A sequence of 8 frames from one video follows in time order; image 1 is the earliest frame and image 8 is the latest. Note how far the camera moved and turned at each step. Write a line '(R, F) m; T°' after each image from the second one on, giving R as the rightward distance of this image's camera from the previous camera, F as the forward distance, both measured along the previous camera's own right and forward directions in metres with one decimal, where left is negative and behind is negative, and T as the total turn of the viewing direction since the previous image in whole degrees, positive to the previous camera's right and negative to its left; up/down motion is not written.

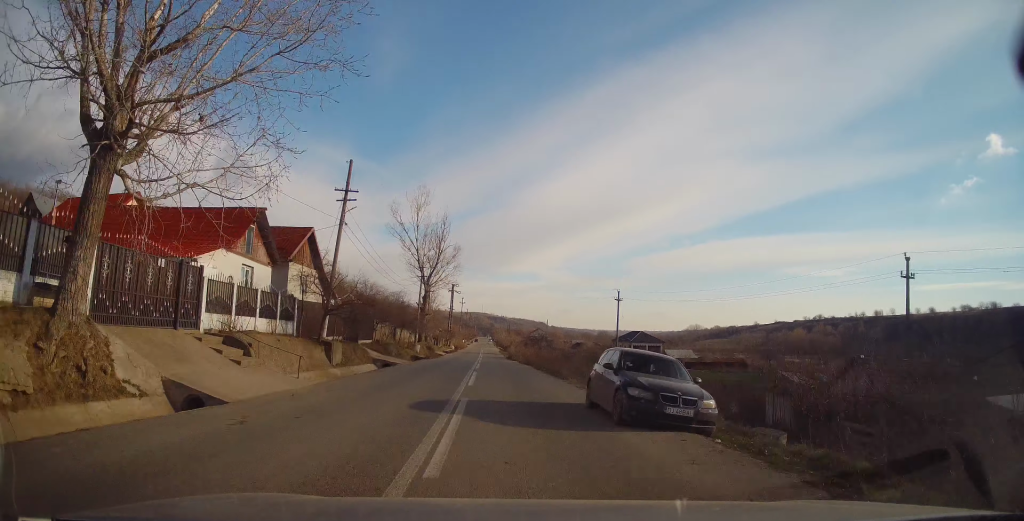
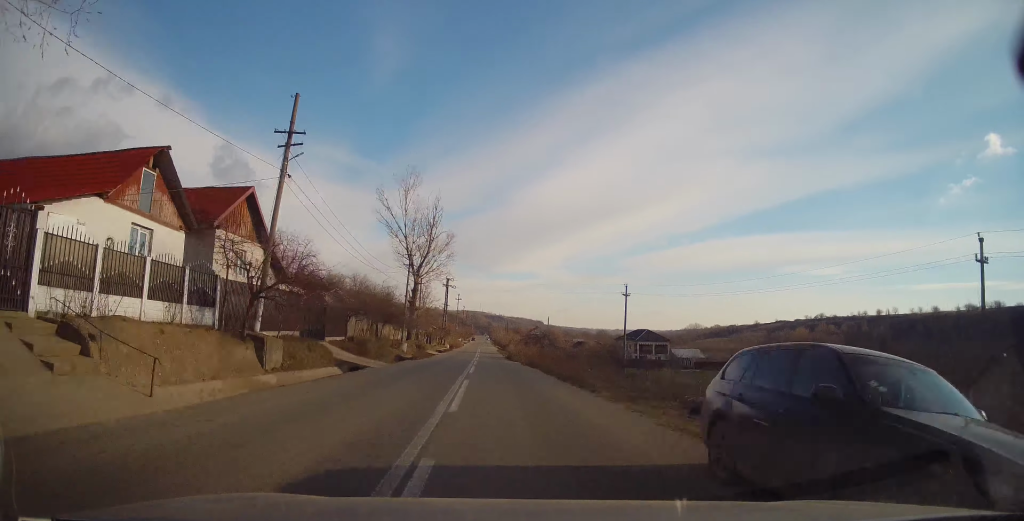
(+0.3, +7.2) m; 0°
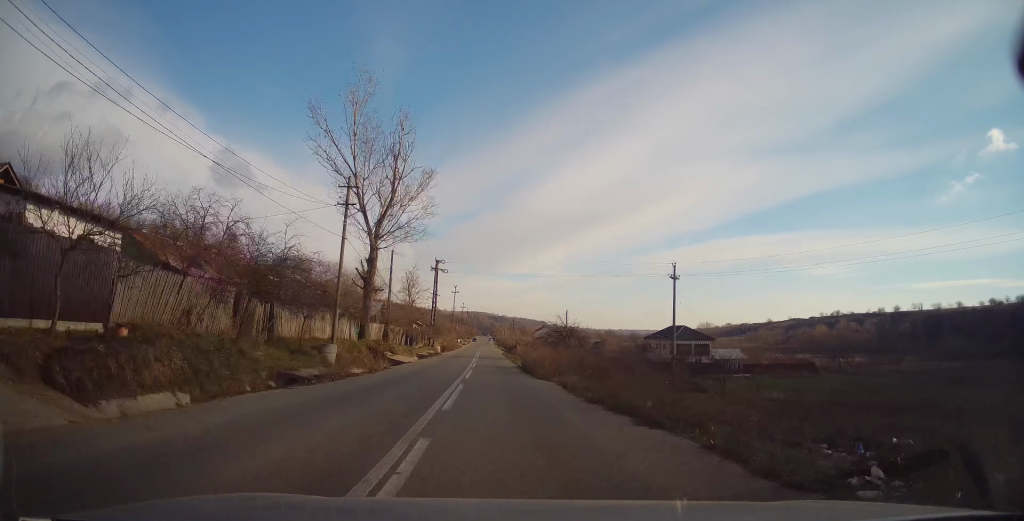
(-0.3, +21.8) m; 0°
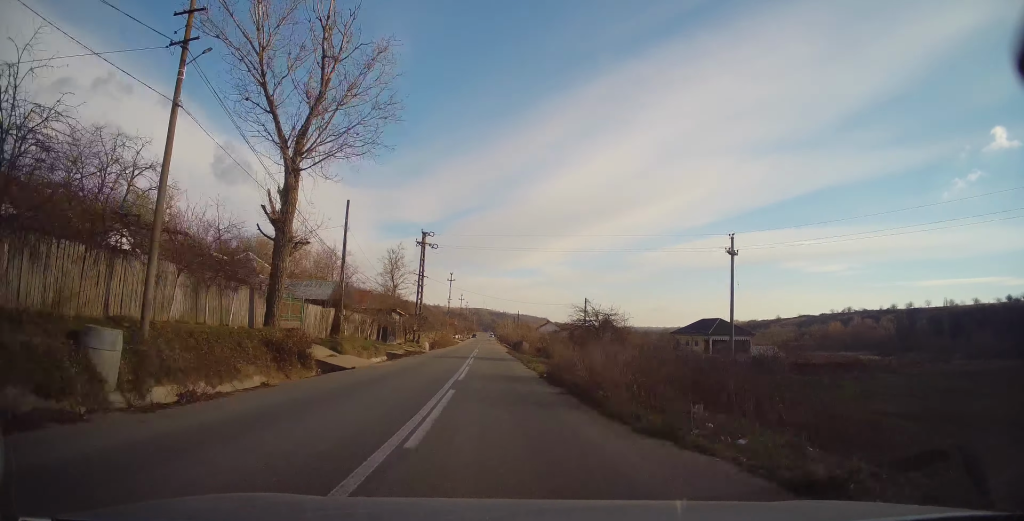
(+0.4, +16.0) m; +1°
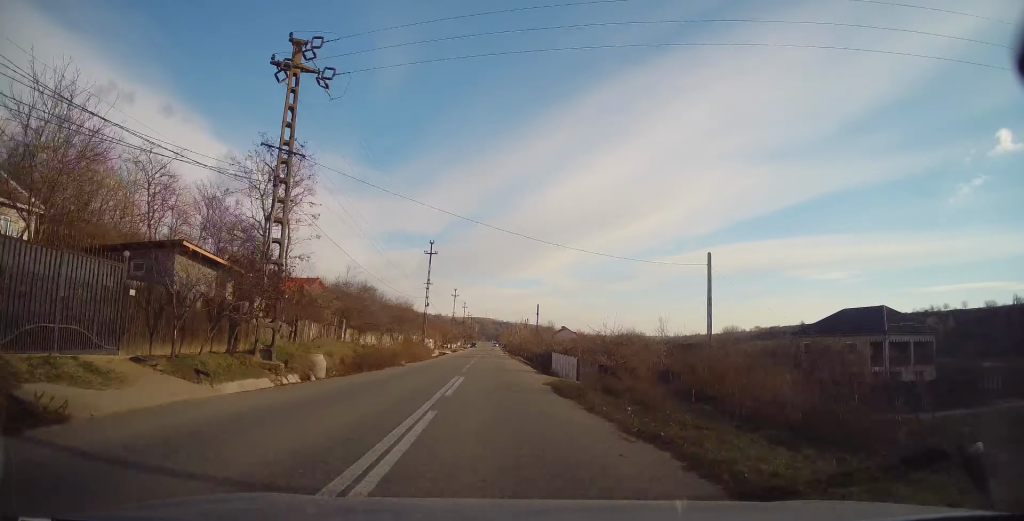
(-0.1, +38.6) m; -2°
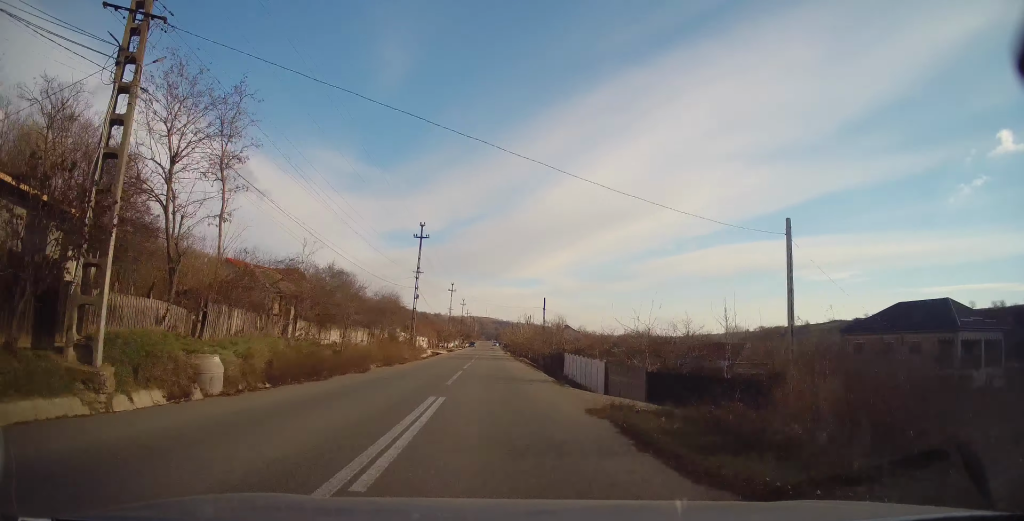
(-0.2, +9.3) m; 0°
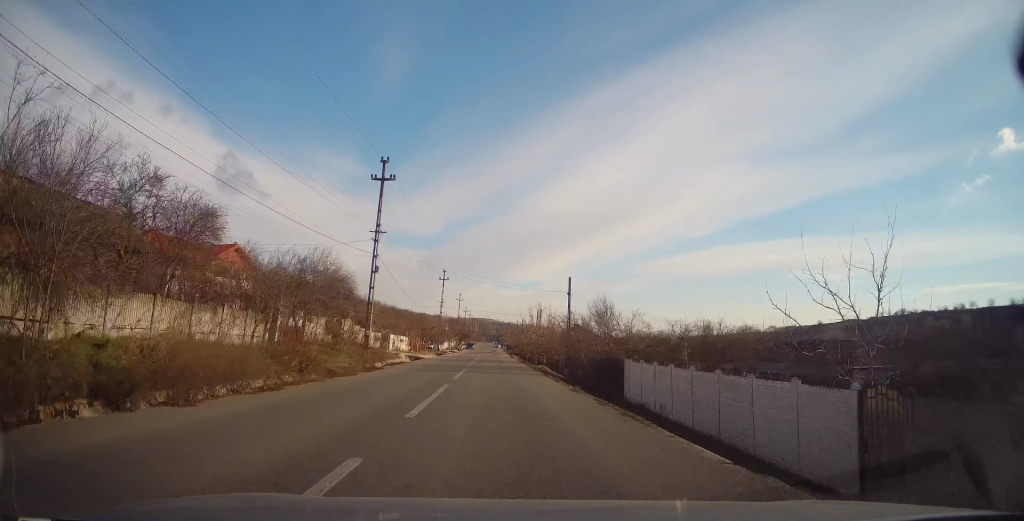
(+0.1, +19.6) m; 0°
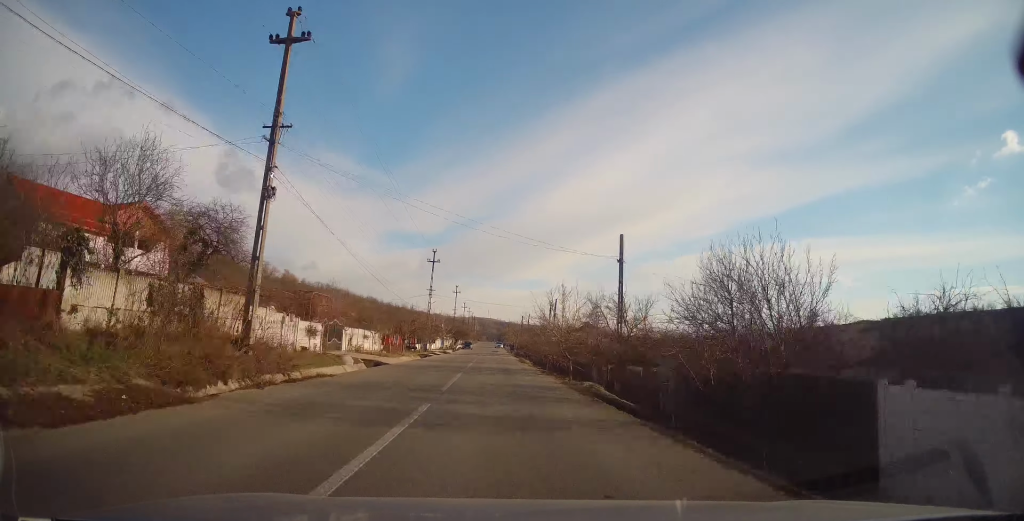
(-0.1, +17.2) m; 0°
